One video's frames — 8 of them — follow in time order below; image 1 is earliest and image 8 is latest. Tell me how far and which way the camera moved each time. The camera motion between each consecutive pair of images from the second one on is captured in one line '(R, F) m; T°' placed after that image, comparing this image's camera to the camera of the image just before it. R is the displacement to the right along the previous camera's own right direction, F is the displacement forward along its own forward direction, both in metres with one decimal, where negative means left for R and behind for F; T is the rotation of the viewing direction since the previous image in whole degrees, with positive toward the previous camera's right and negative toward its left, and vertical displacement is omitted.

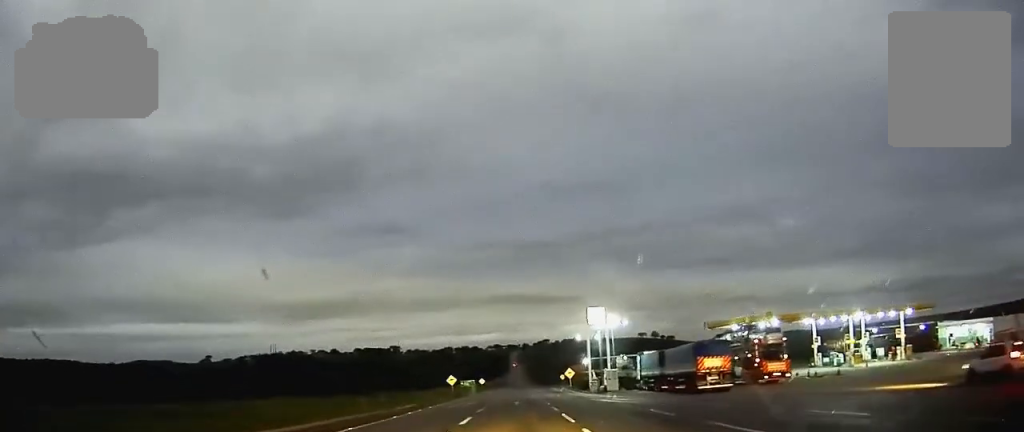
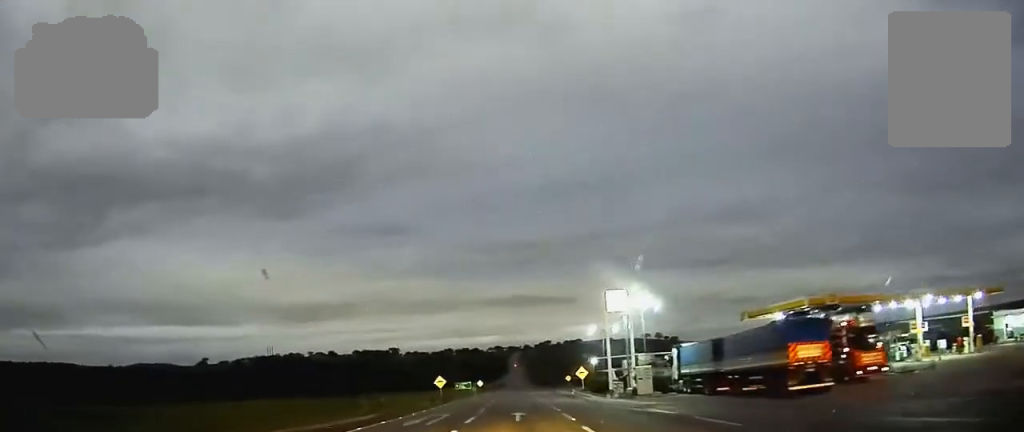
(0.0, +15.4) m; 0°
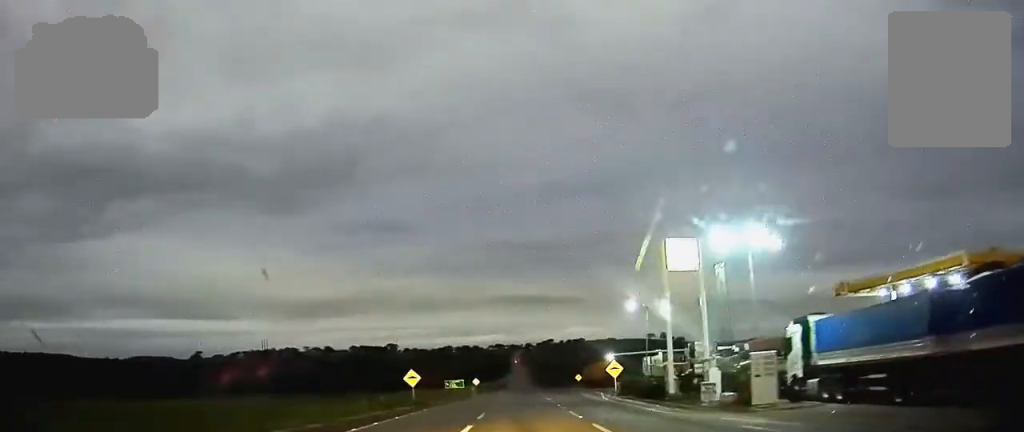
(0.0, +22.7) m; +1°
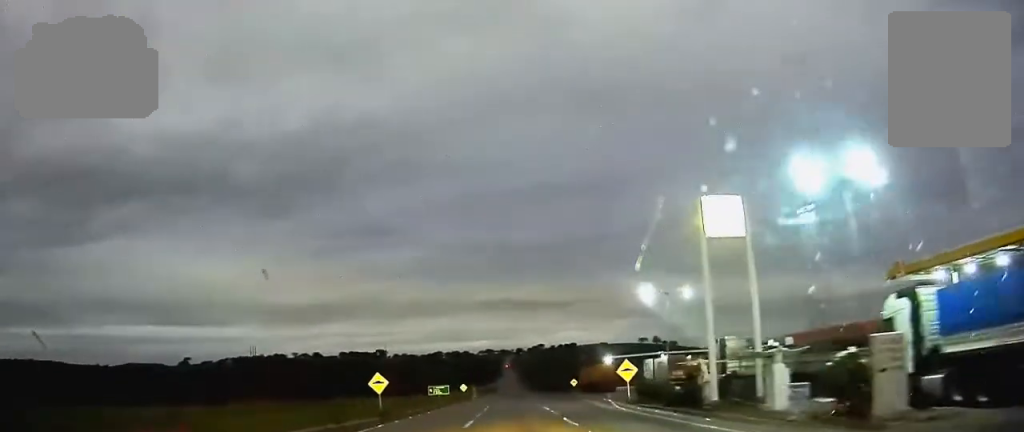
(+0.1, +10.0) m; +1°
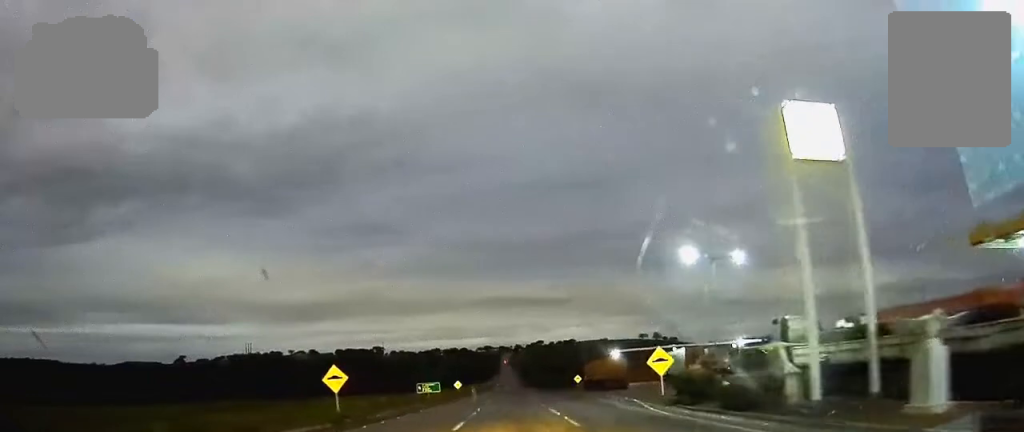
(+0.1, +10.4) m; 0°
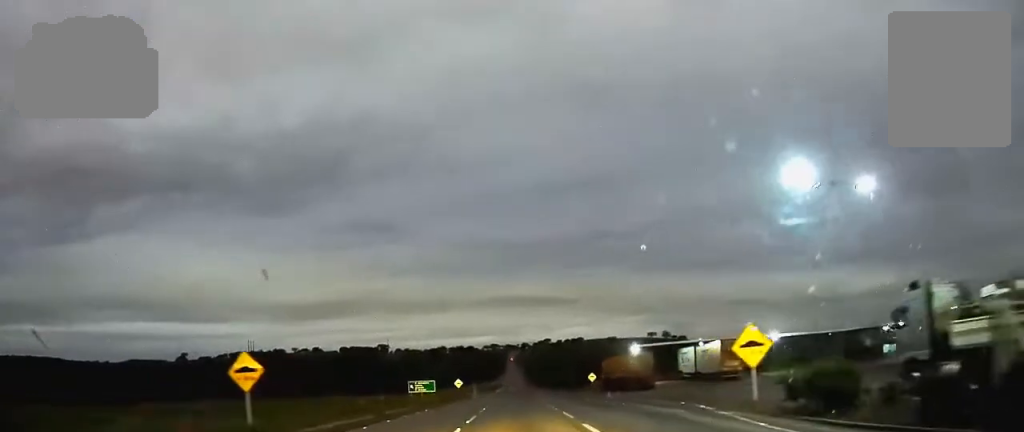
(-0.1, +12.4) m; -1°
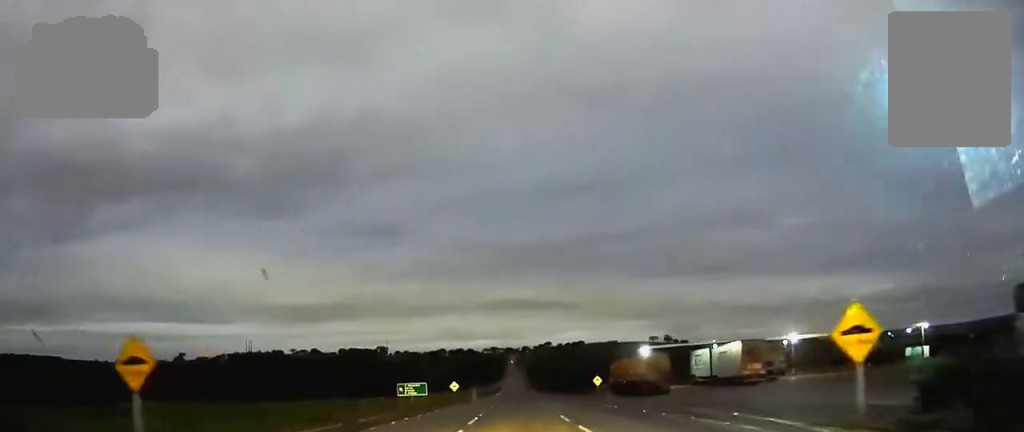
(-0.1, +7.1) m; 0°
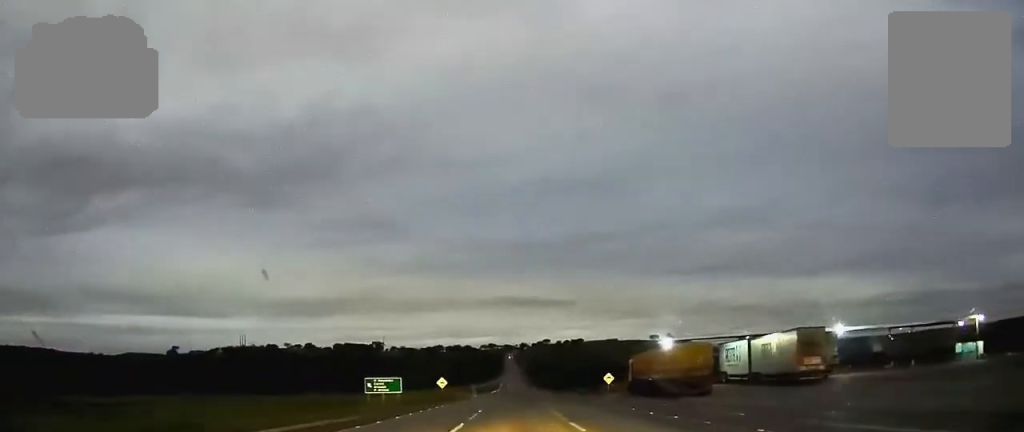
(0.0, +14.3) m; 0°
